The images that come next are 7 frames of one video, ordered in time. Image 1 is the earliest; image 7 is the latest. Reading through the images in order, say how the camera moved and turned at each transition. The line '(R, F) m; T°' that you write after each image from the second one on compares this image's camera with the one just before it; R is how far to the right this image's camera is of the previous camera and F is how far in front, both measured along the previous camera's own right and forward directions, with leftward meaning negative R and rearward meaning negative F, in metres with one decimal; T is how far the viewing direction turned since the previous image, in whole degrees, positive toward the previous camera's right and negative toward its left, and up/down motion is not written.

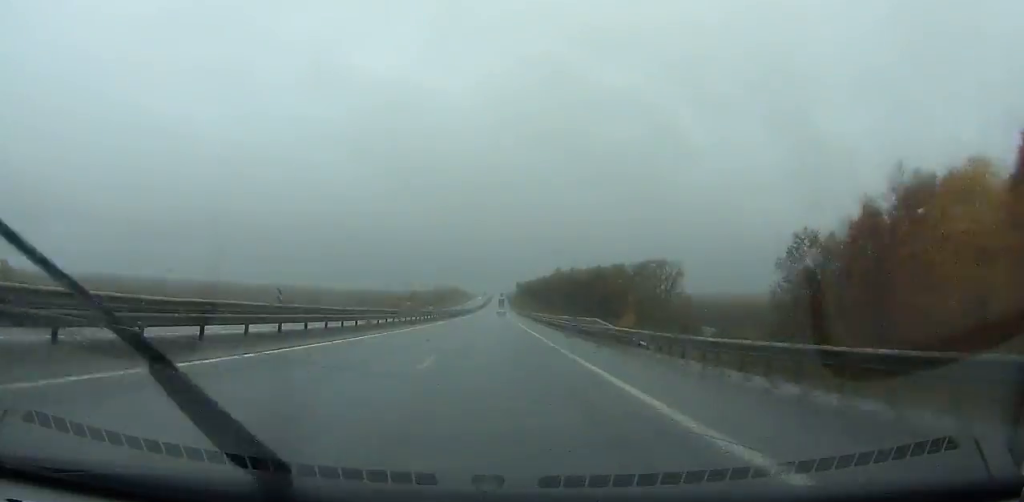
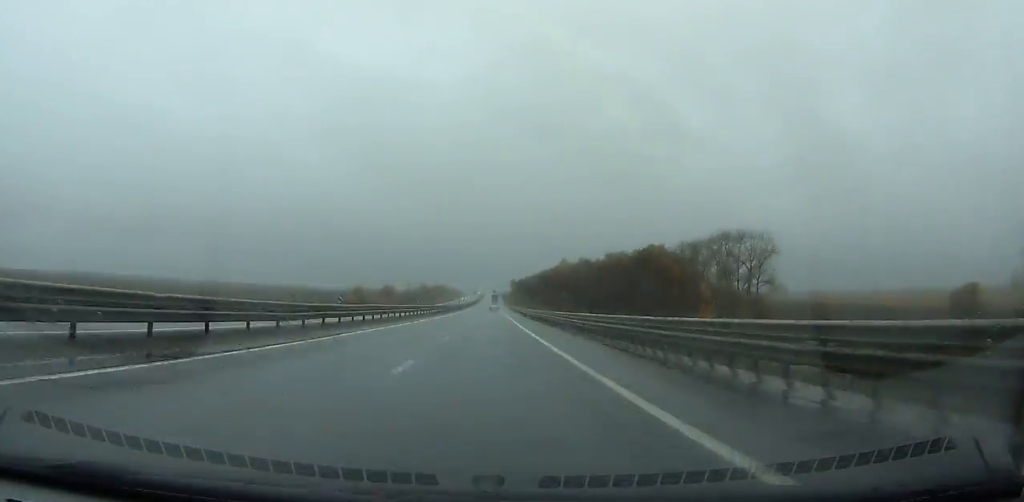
(0.0, +62.5) m; 0°
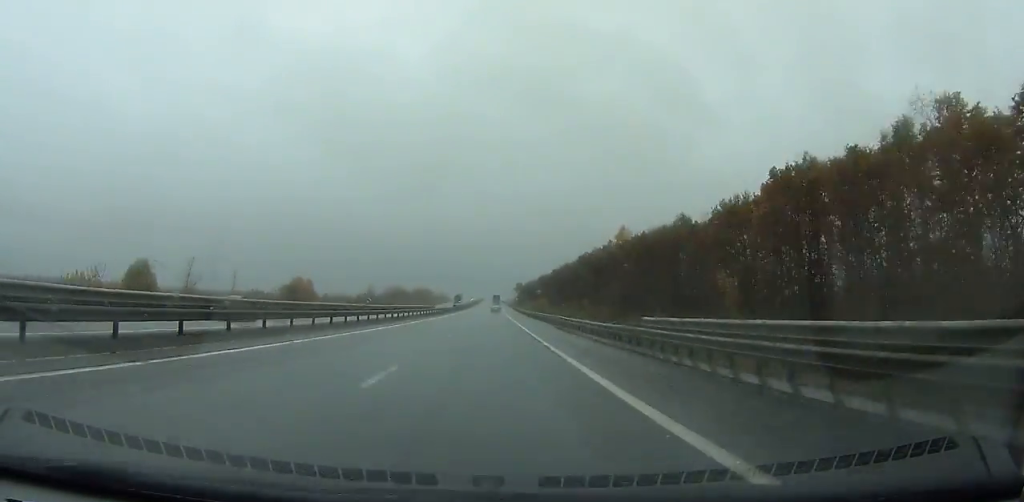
(+0.8, +133.1) m; 0°
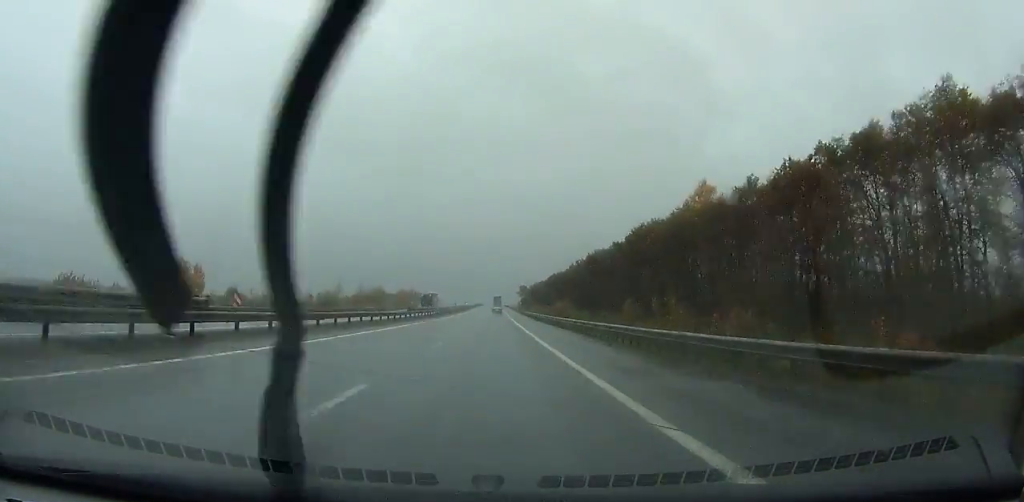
(-0.2, +62.1) m; 0°
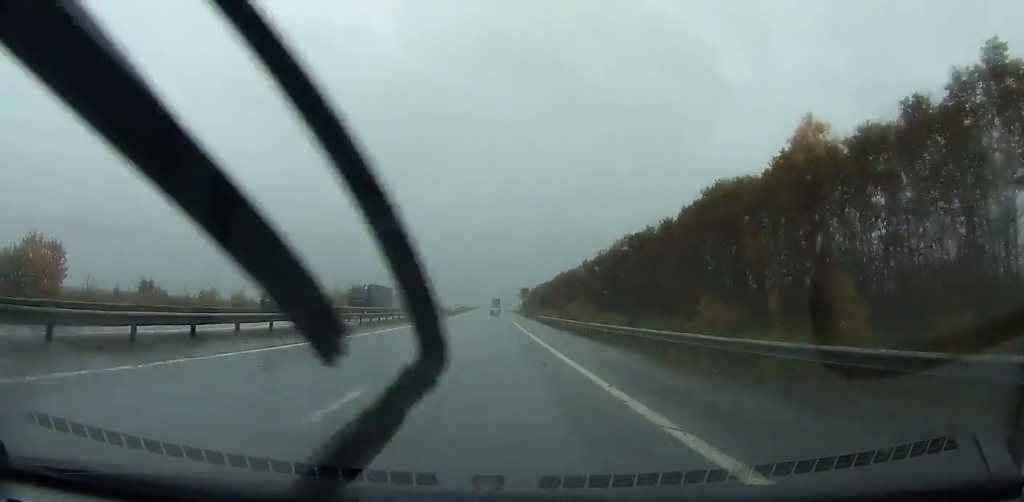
(-0.1, +36.8) m; 0°
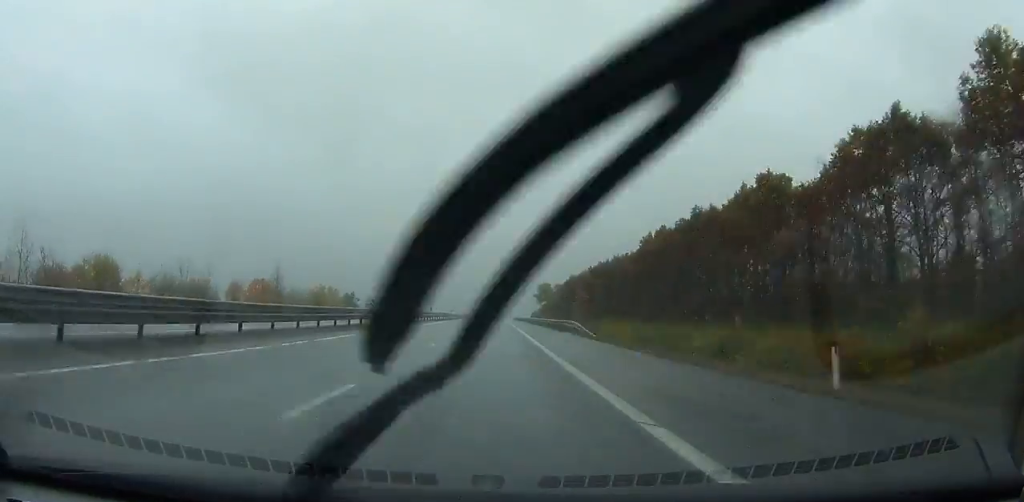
(-0.1, +154.9) m; 0°
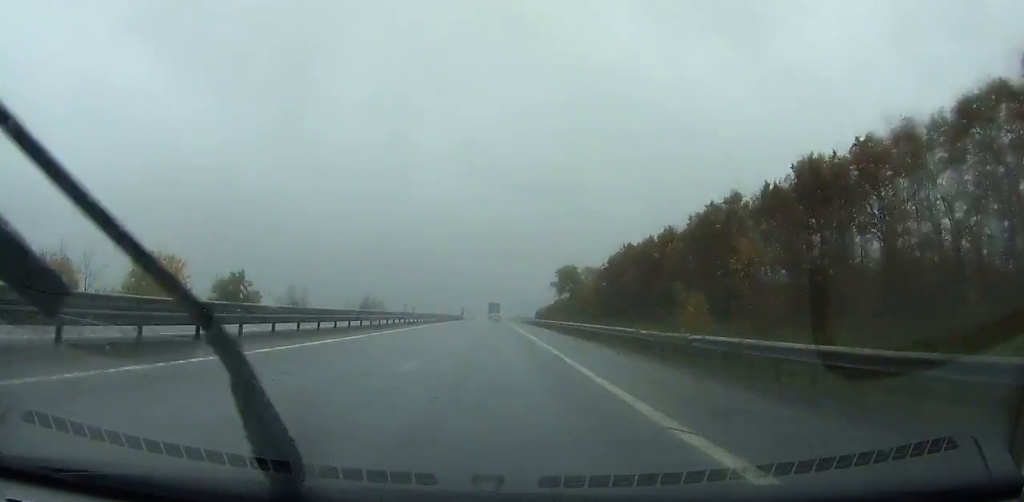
(+0.1, +89.4) m; 0°
